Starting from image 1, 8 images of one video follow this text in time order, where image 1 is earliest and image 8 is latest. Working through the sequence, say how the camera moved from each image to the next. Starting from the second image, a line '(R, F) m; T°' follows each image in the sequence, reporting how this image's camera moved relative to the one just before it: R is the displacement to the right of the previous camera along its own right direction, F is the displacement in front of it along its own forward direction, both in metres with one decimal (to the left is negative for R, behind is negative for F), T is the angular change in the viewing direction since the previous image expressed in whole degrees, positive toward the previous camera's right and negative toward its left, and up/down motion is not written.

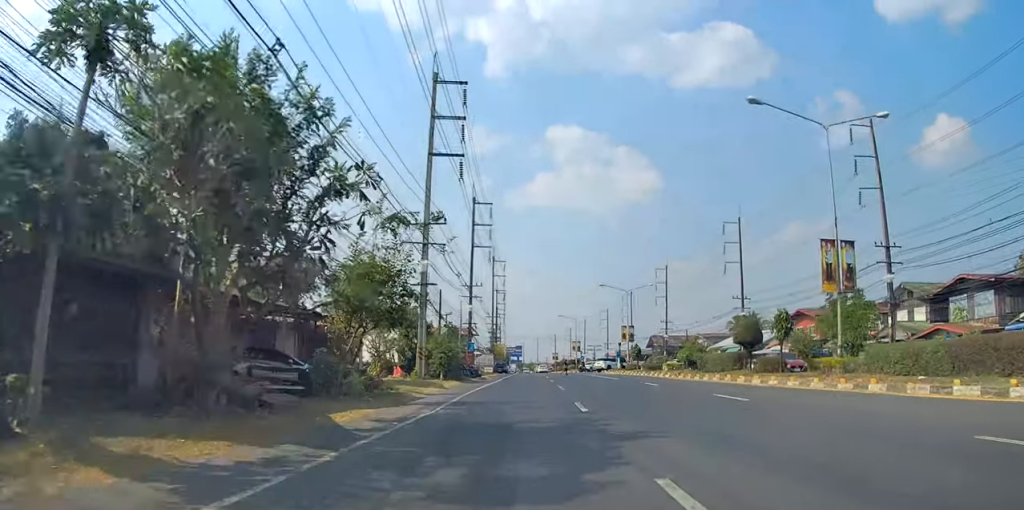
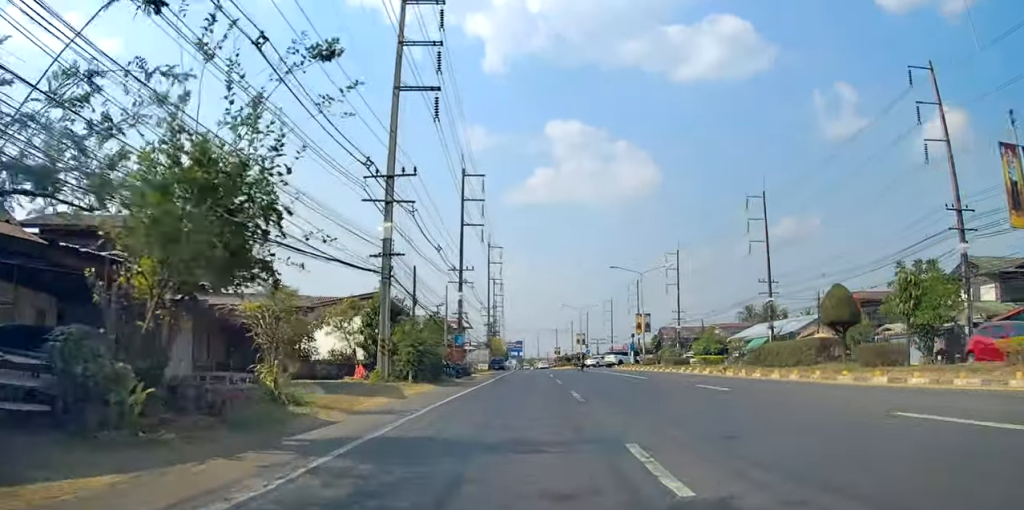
(-0.1, +10.1) m; +1°
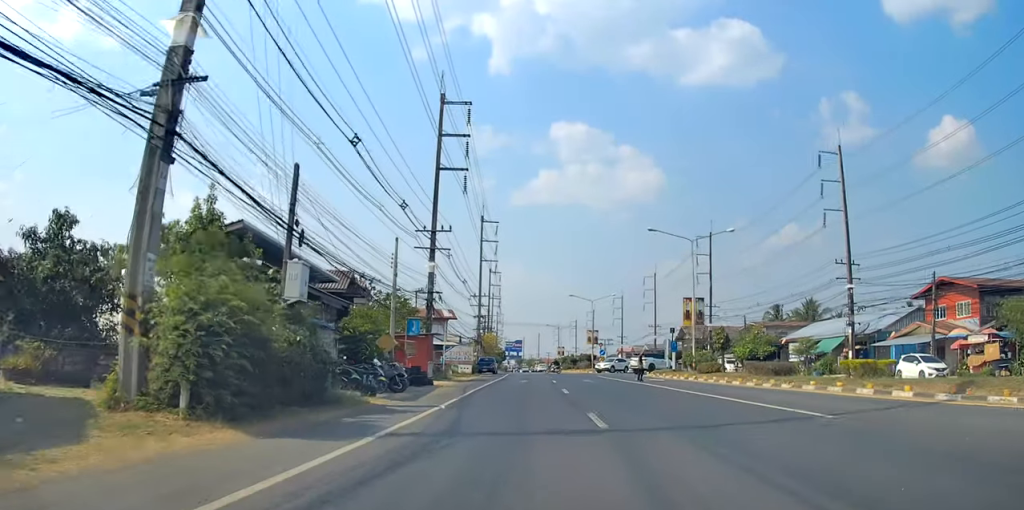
(+0.7, +19.6) m; 0°
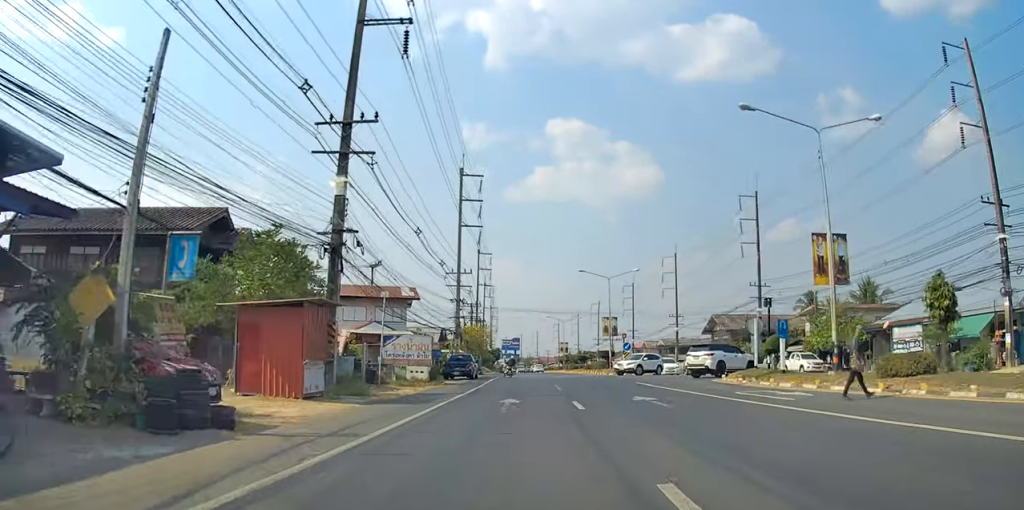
(-0.8, +21.0) m; -2°
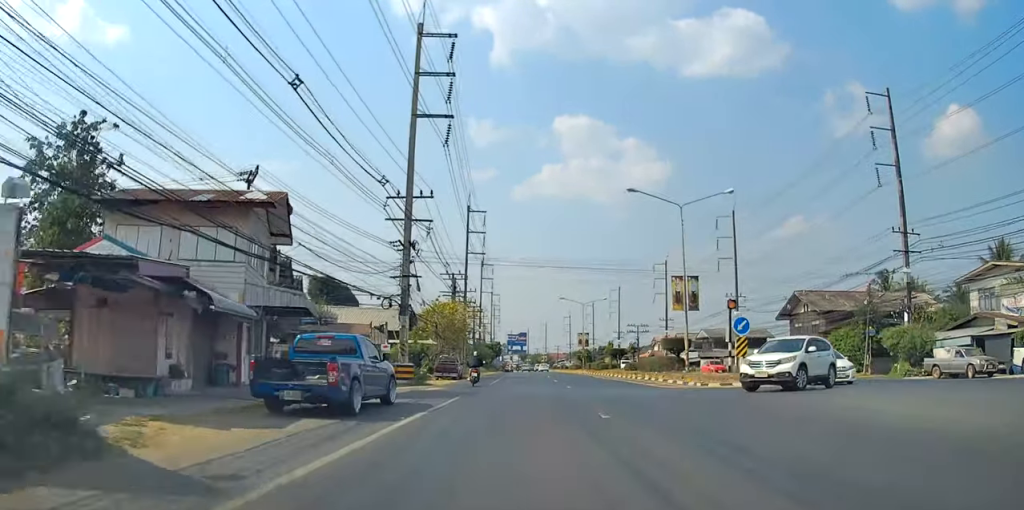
(+0.8, +28.1) m; +1°
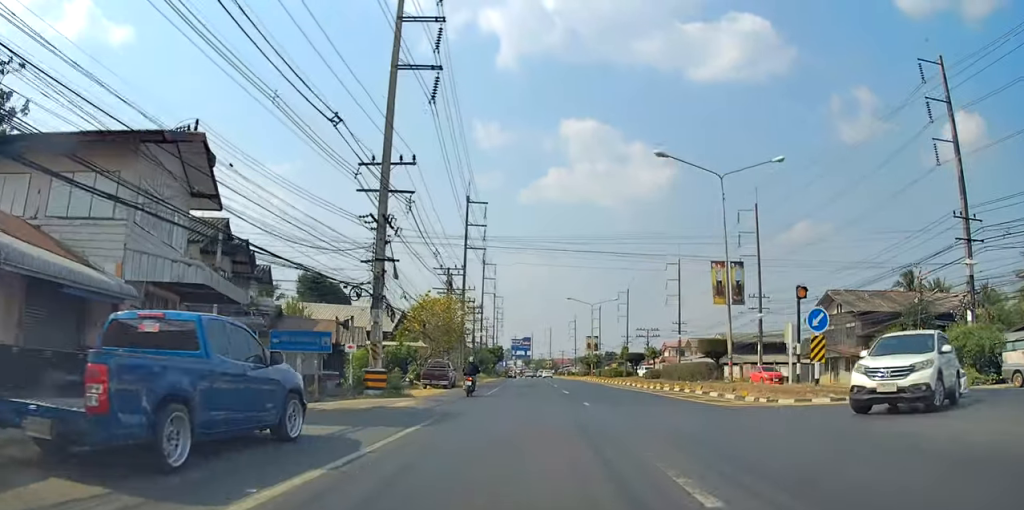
(0.0, +7.2) m; -1°
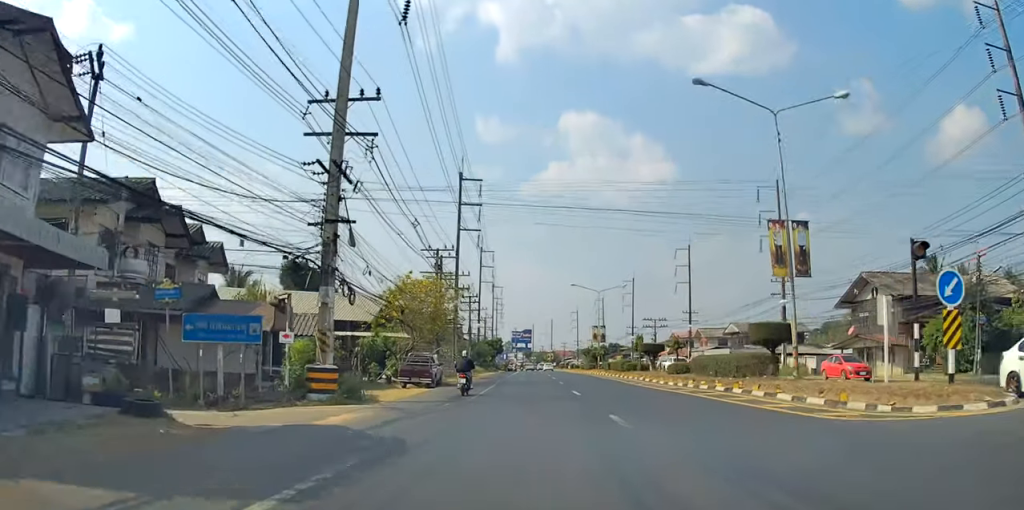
(-0.3, +6.9) m; -1°
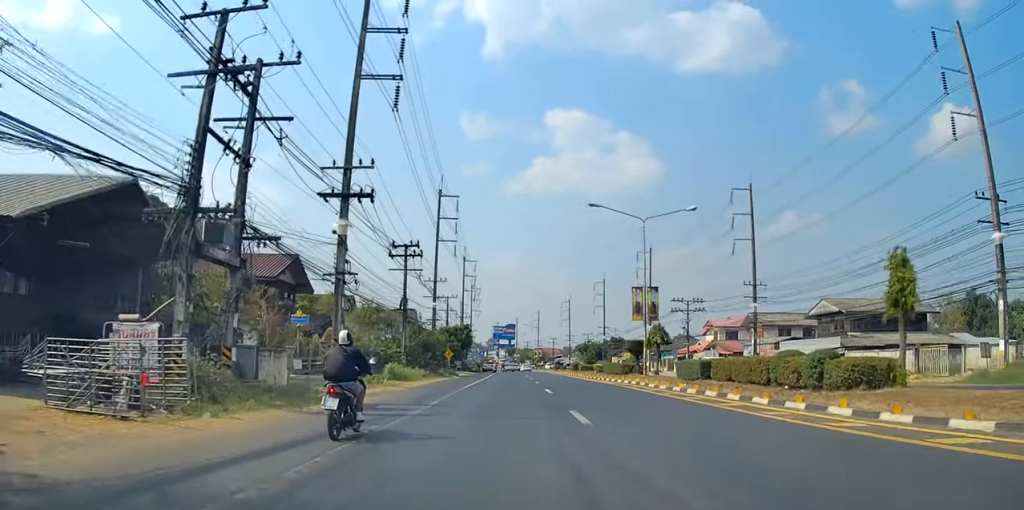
(+0.3, +35.9) m; +3°
